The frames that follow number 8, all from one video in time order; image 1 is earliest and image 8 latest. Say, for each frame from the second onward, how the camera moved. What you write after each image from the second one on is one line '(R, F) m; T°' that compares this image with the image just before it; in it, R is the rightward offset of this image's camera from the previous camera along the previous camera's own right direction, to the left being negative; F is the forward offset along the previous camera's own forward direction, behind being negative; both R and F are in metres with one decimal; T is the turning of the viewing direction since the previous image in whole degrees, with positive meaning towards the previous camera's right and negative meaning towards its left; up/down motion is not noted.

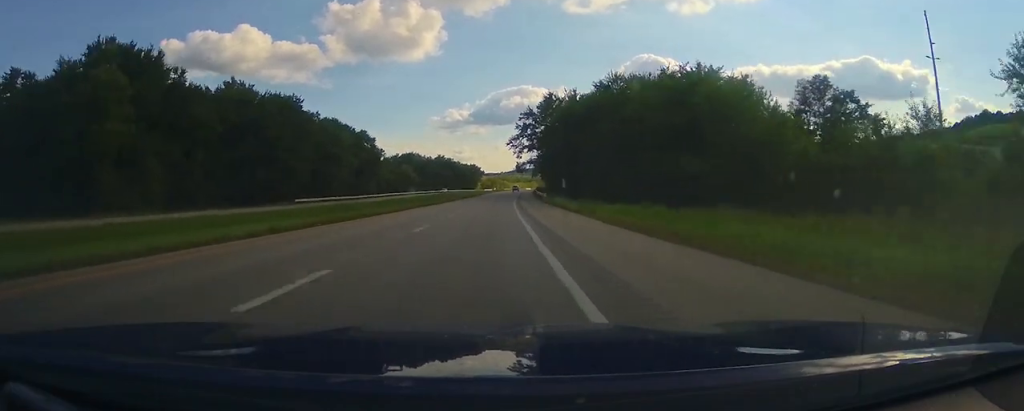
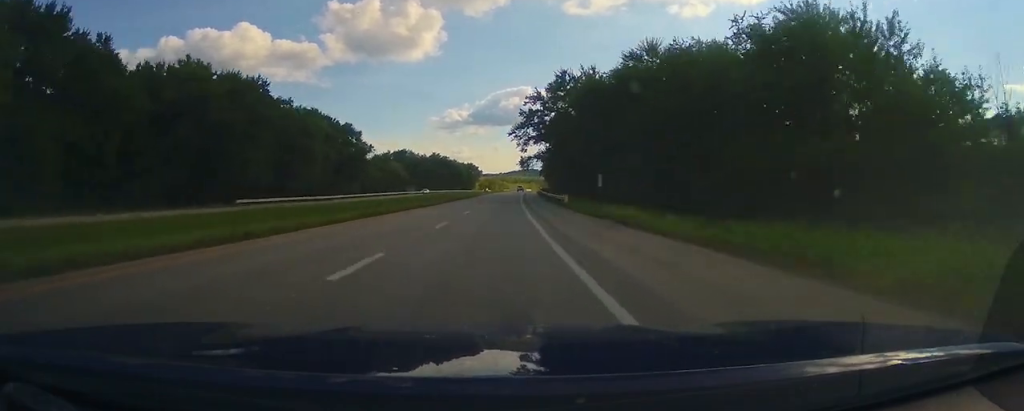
(+0.1, +22.7) m; +1°
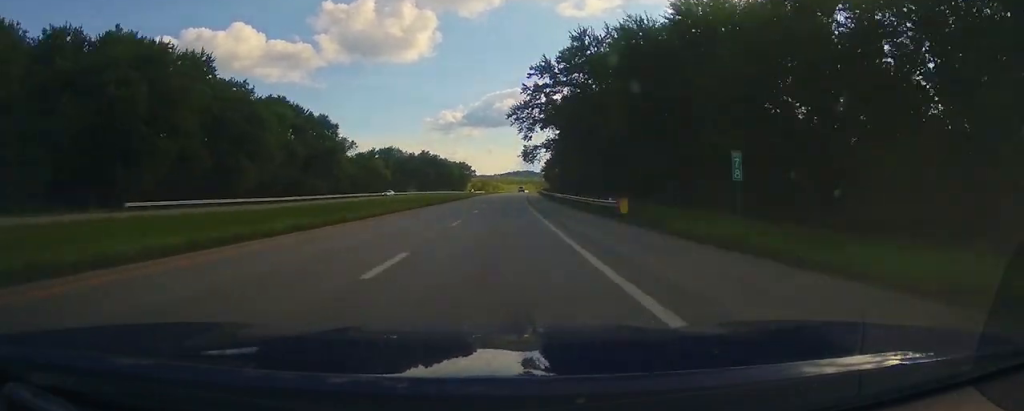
(+0.2, +24.6) m; 0°
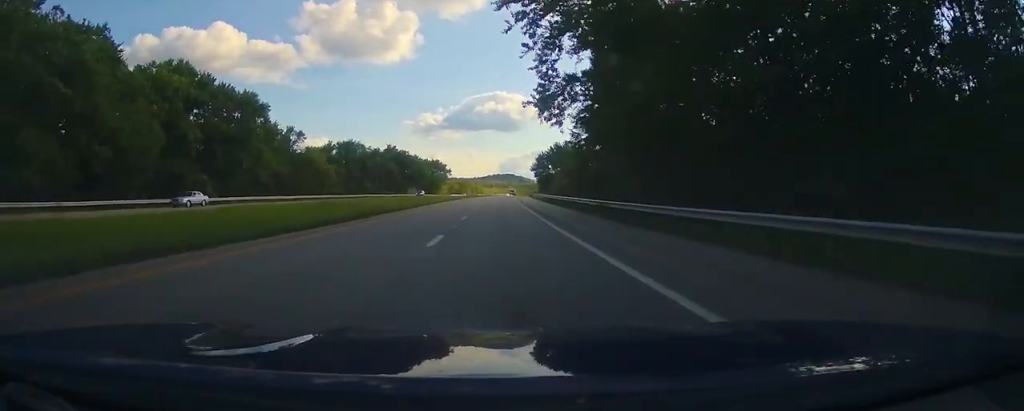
(+0.1, +43.7) m; +1°
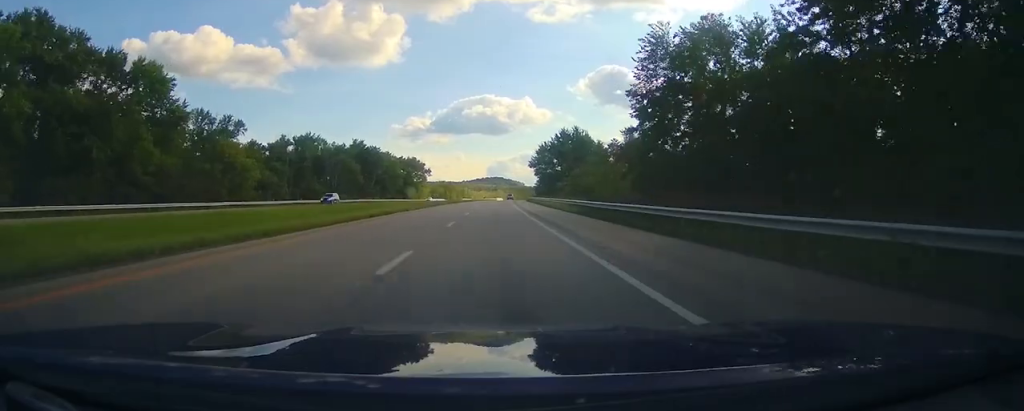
(+0.8, +40.1) m; +1°
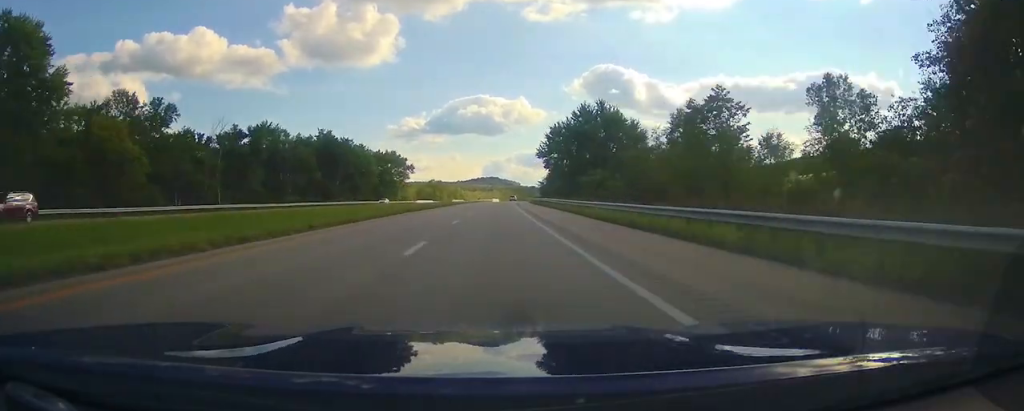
(+0.1, +33.6) m; +1°
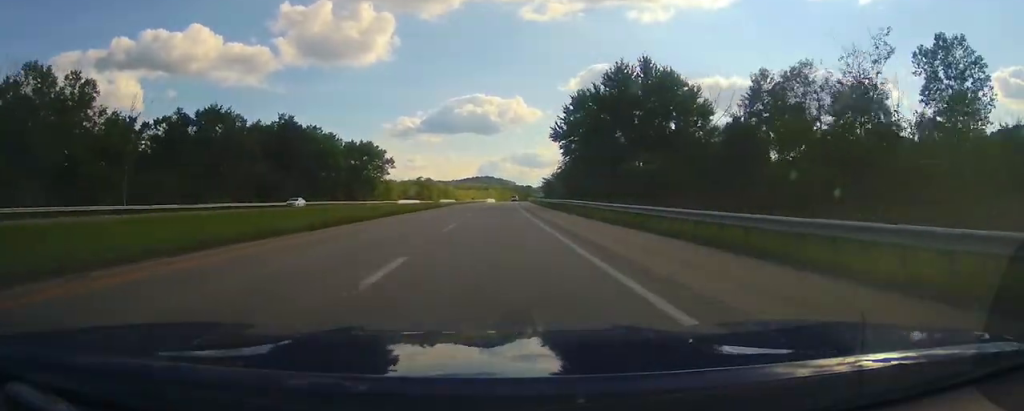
(+0.1, +28.0) m; +2°
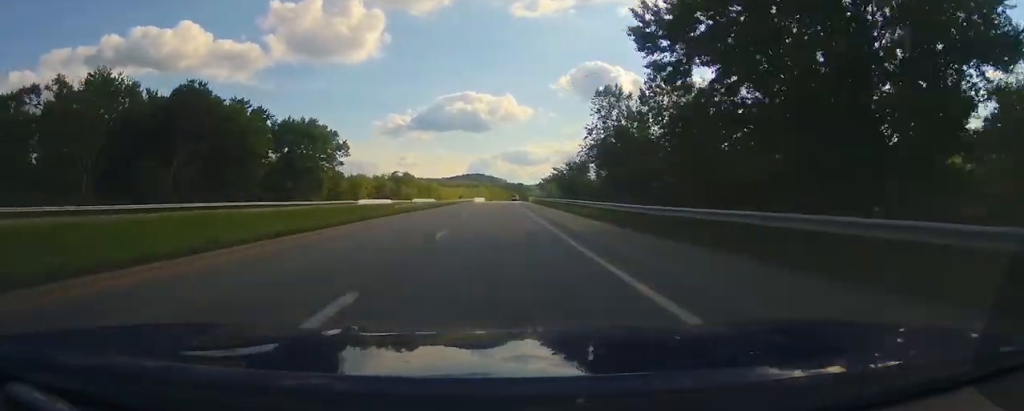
(+0.8, +39.6) m; +1°
